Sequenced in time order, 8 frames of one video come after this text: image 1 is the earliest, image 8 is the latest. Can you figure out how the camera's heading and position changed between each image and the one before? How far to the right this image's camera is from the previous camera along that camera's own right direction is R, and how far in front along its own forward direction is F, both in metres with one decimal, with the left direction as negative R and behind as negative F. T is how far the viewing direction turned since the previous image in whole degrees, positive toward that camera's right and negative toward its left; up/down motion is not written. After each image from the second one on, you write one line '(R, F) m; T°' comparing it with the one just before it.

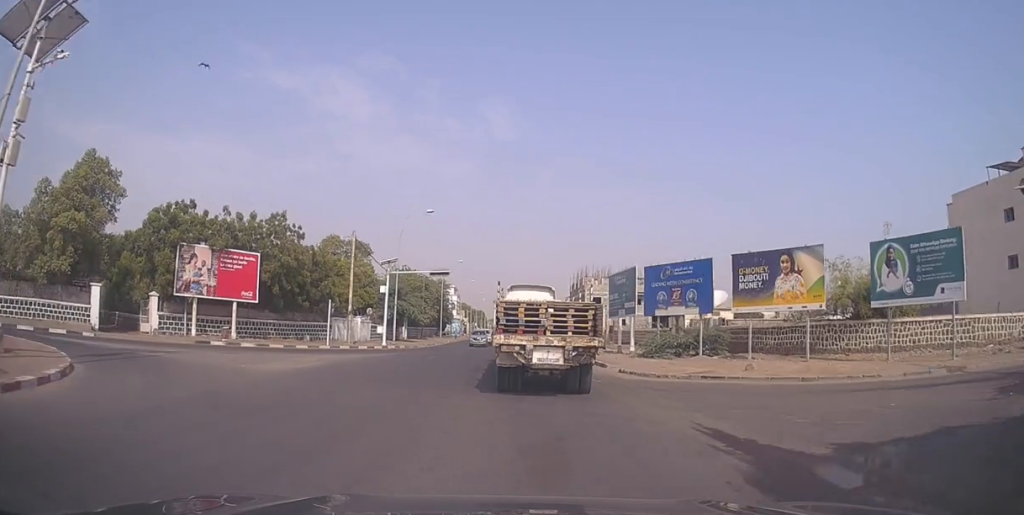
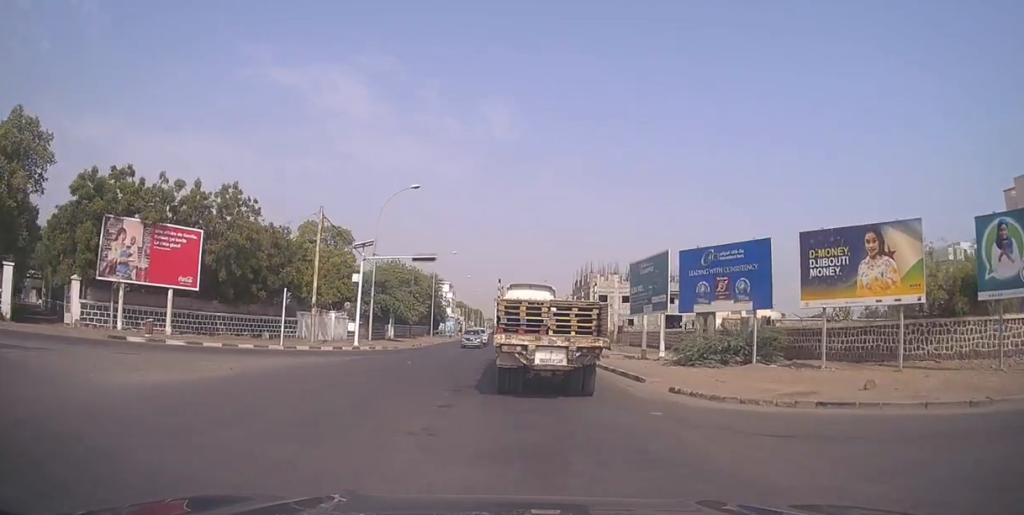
(-0.4, +8.1) m; -2°
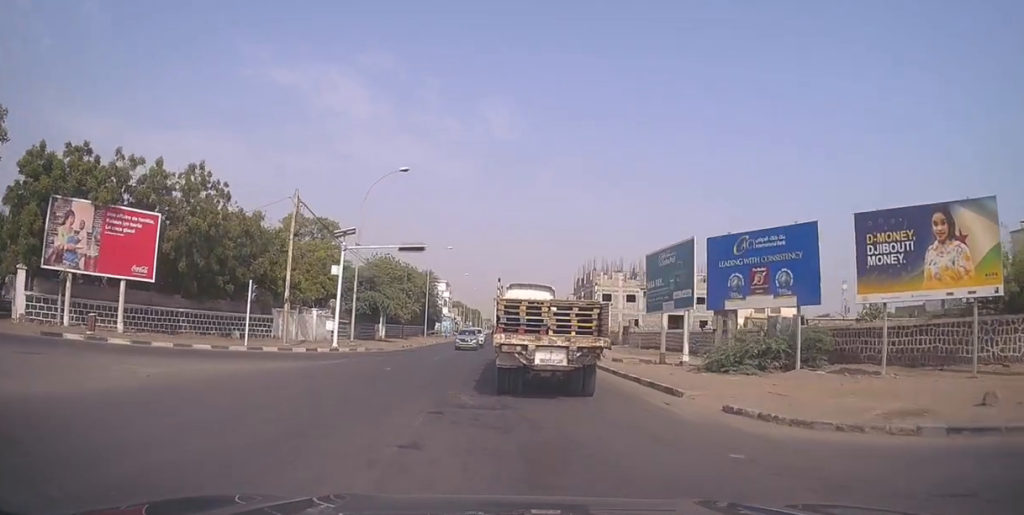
(-0.1, +4.5) m; -1°
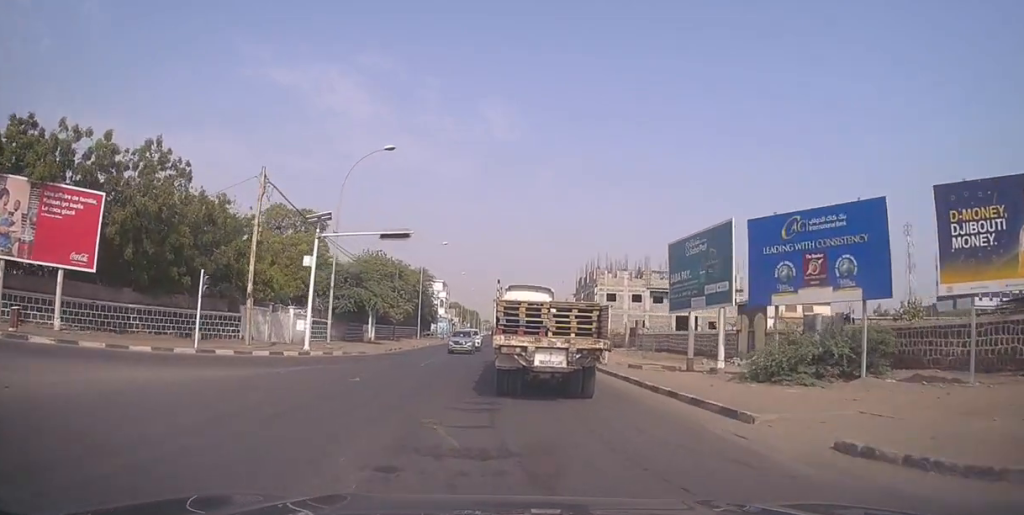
(0.0, +4.8) m; +2°
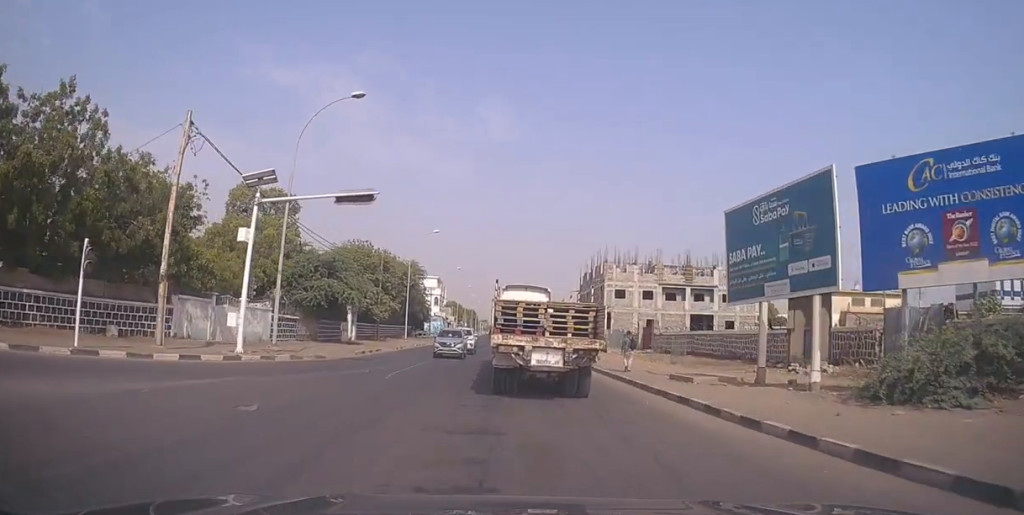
(+0.2, +7.5) m; +1°
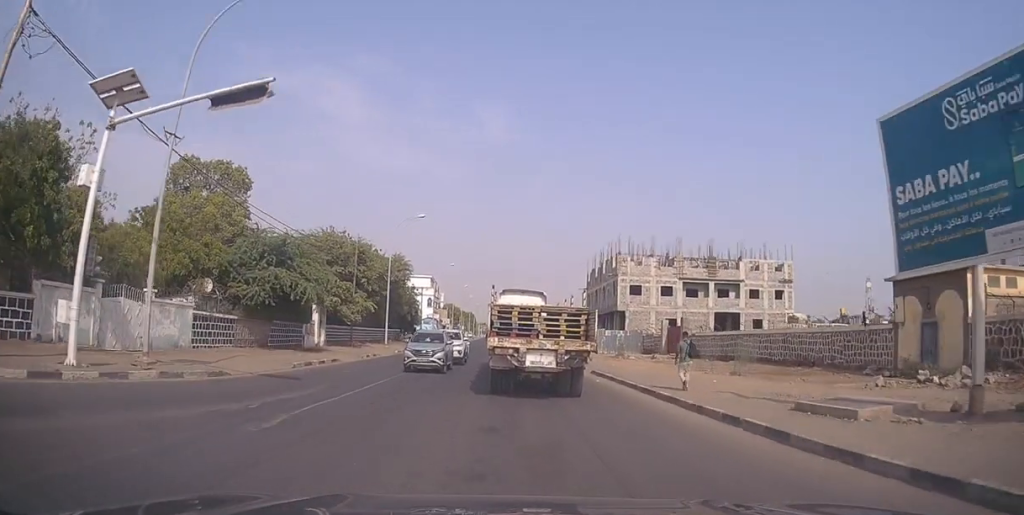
(0.0, +9.6) m; 0°
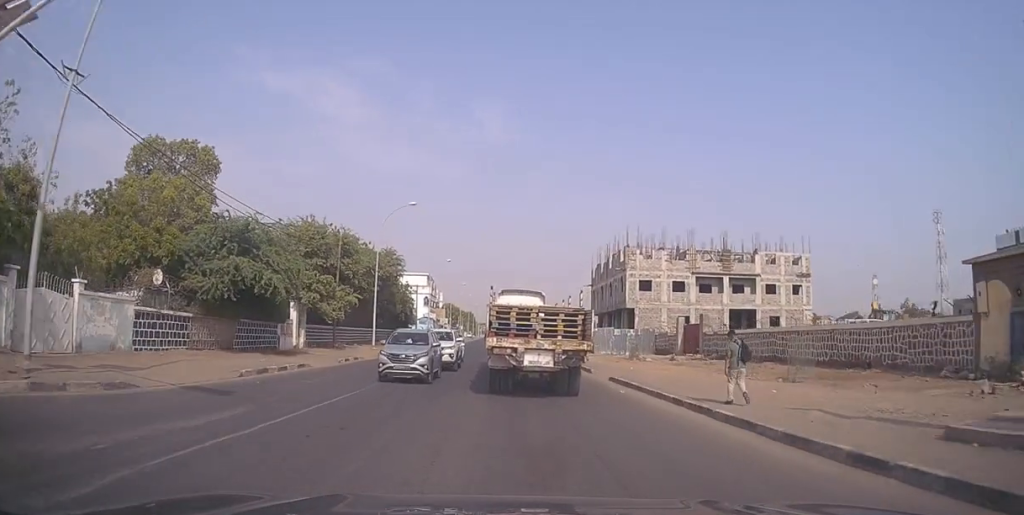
(-0.3, +4.7) m; +1°
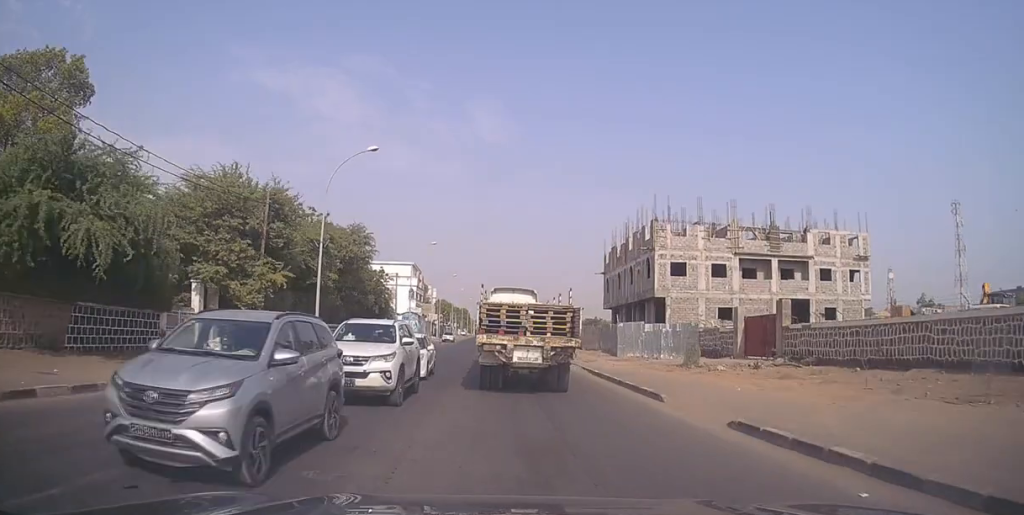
(+0.5, +13.1) m; 0°
